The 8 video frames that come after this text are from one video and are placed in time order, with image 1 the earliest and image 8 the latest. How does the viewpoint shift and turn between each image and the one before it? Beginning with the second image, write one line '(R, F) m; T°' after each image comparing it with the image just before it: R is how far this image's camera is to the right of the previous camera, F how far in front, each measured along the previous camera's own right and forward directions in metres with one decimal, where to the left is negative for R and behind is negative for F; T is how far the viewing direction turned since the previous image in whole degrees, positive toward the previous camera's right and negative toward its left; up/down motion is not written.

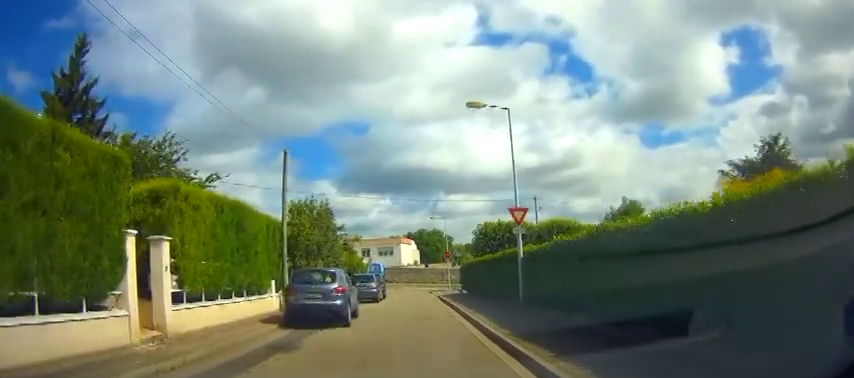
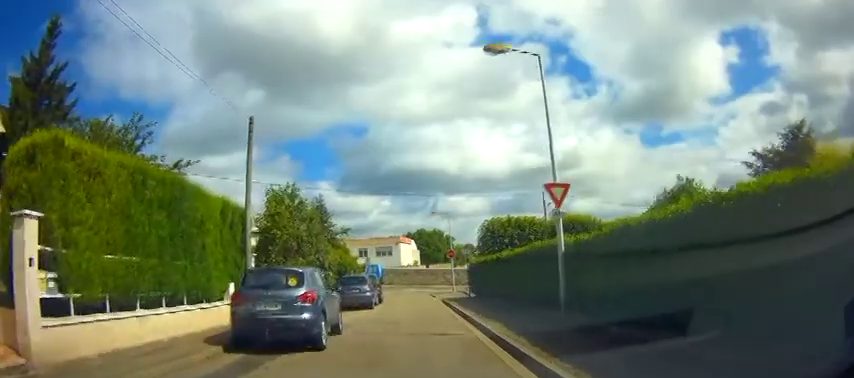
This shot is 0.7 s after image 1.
(0.0, +4.0) m; 0°
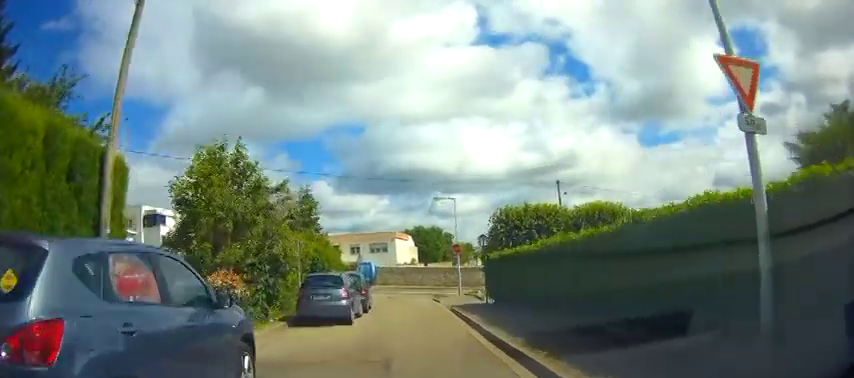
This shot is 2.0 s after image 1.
(-0.1, +6.9) m; 0°
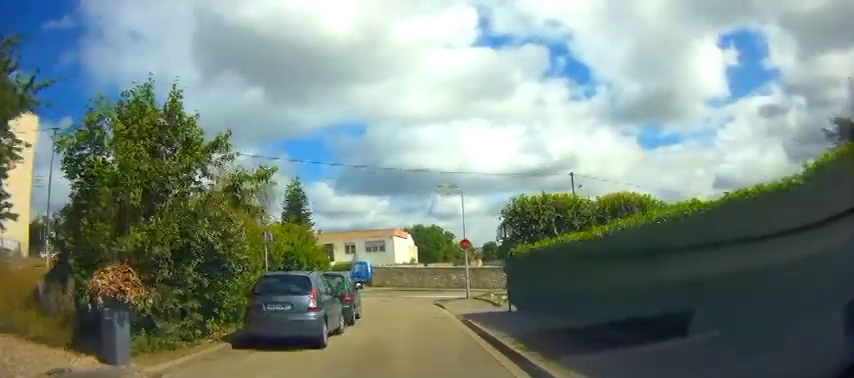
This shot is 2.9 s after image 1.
(0.0, +4.5) m; +1°
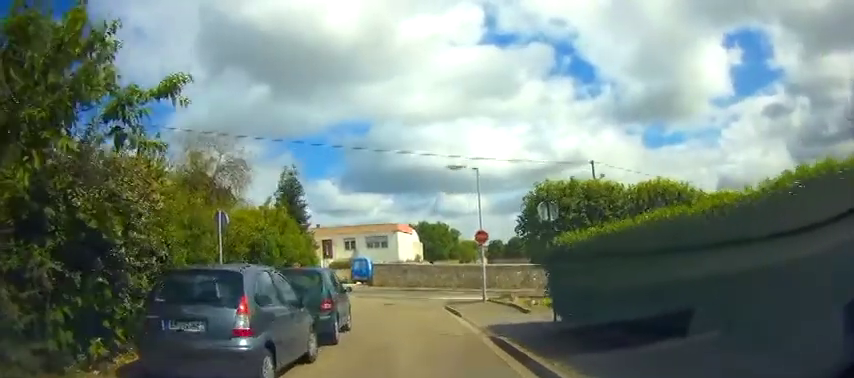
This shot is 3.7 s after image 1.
(+0.1, +4.2) m; -1°
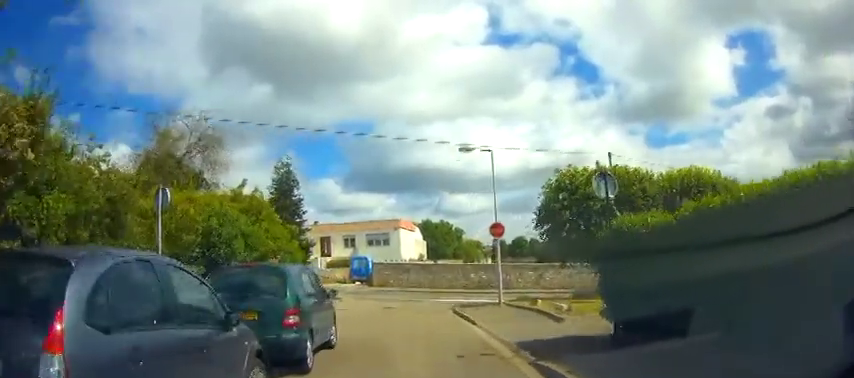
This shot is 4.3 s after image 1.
(-0.1, +3.1) m; 0°
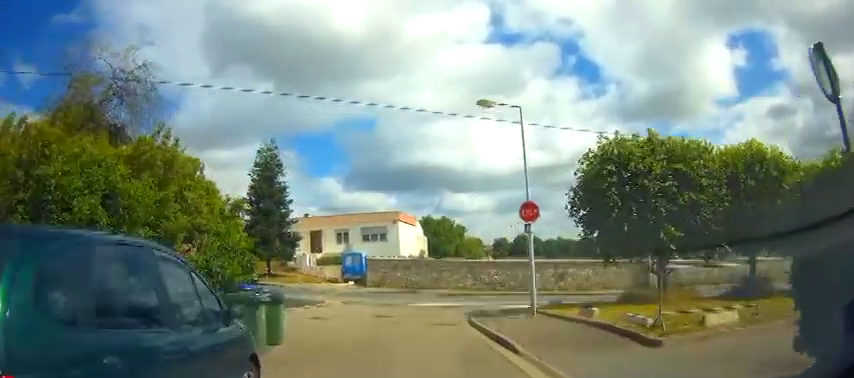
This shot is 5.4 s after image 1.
(0.0, +5.0) m; 0°
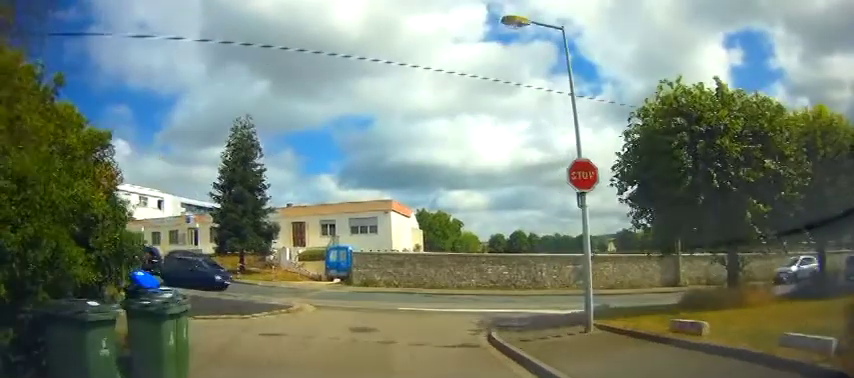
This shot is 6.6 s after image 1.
(0.0, +4.8) m; +1°
